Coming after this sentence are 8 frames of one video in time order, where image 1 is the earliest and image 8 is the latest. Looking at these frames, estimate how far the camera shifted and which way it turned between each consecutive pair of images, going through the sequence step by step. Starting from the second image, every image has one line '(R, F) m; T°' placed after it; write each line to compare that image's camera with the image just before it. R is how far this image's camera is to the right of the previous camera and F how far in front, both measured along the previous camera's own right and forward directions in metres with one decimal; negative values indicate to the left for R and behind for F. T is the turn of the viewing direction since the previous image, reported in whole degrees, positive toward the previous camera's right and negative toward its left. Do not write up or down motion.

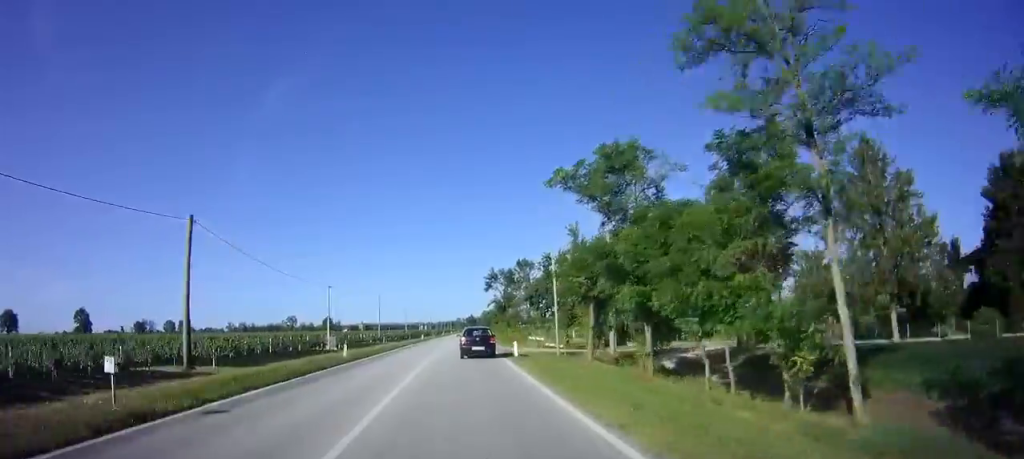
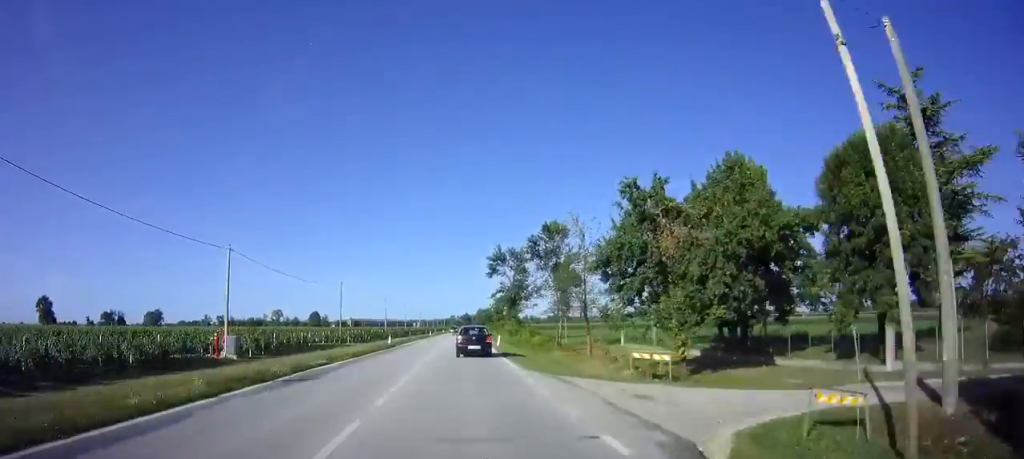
(+0.4, +26.4) m; +1°
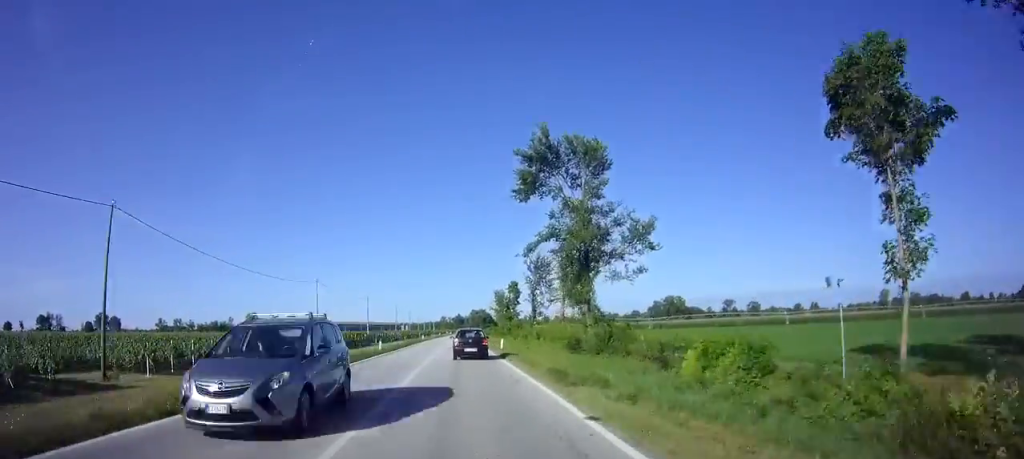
(+0.3, +44.2) m; +1°
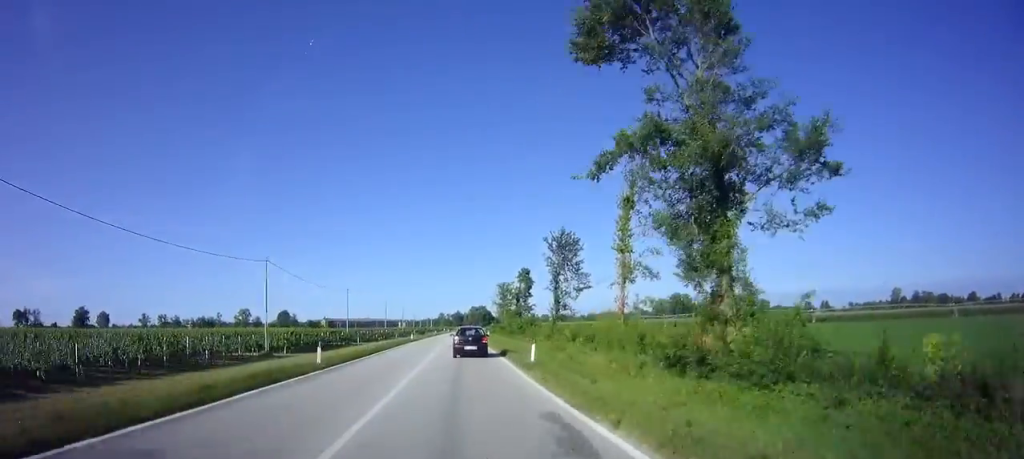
(0.0, +15.8) m; 0°
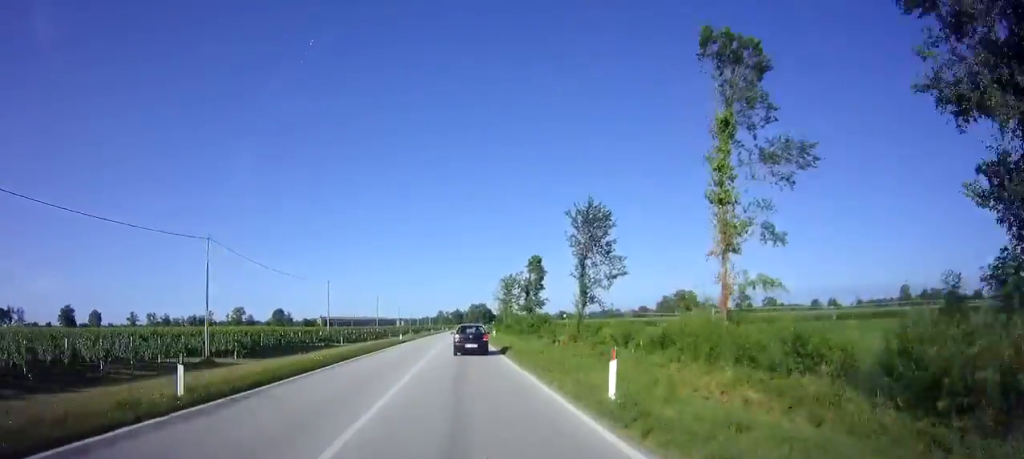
(0.0, +10.3) m; 0°
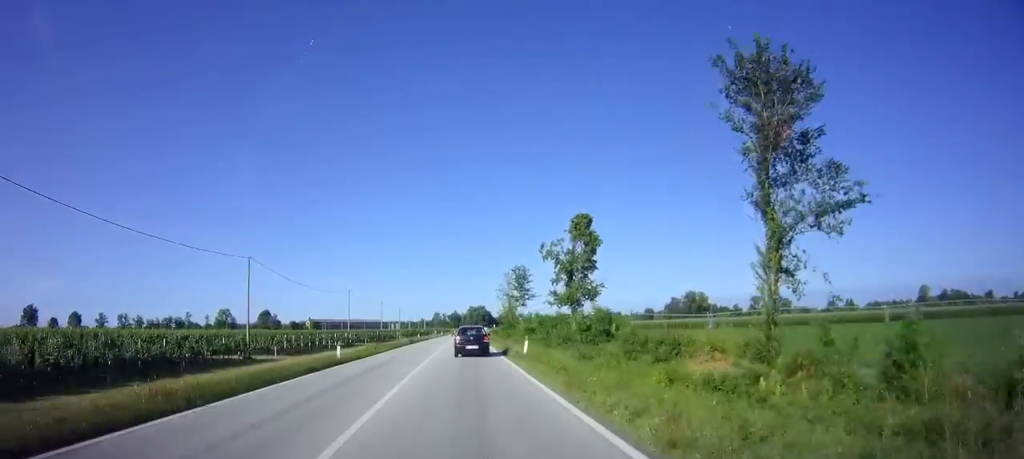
(+0.1, +23.4) m; 0°
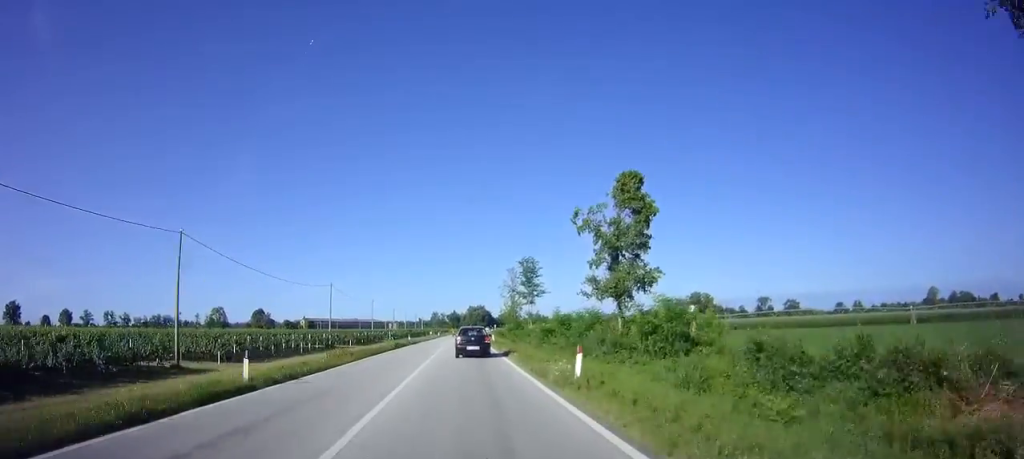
(0.0, +10.3) m; 0°
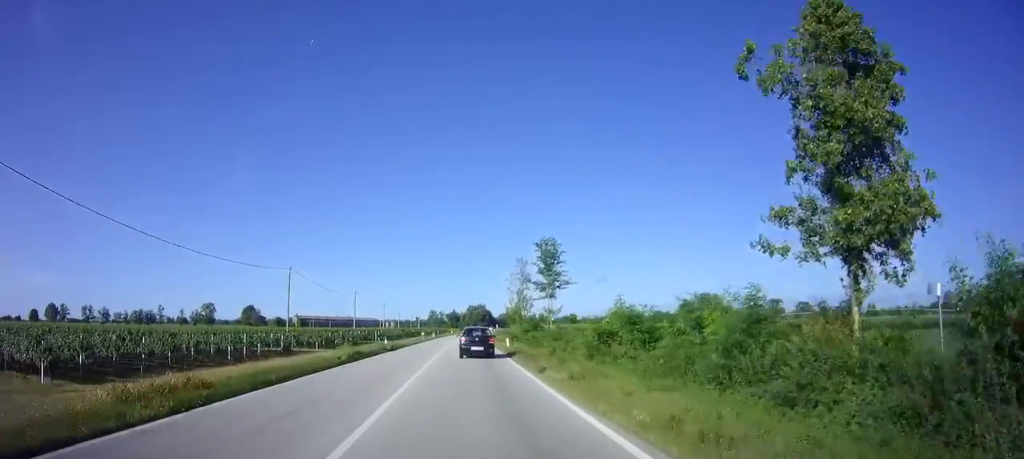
(0.0, +16.5) m; 0°
